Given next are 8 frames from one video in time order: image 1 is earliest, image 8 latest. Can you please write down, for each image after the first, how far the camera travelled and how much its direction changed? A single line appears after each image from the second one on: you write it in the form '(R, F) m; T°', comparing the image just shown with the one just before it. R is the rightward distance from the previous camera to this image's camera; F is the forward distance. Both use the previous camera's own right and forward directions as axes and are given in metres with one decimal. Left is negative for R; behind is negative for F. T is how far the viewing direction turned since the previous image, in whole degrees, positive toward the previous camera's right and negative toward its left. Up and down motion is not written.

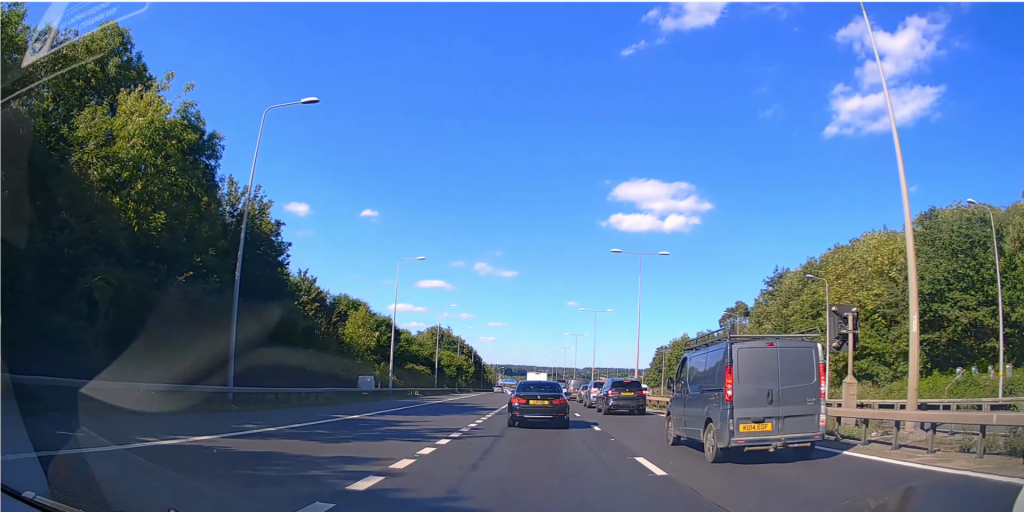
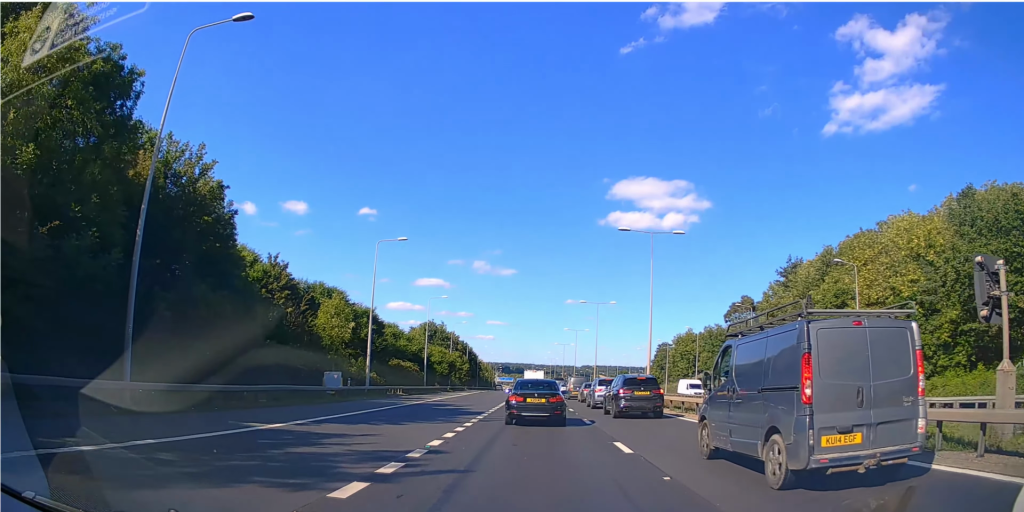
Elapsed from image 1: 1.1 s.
(-0.1, +5.6) m; -1°
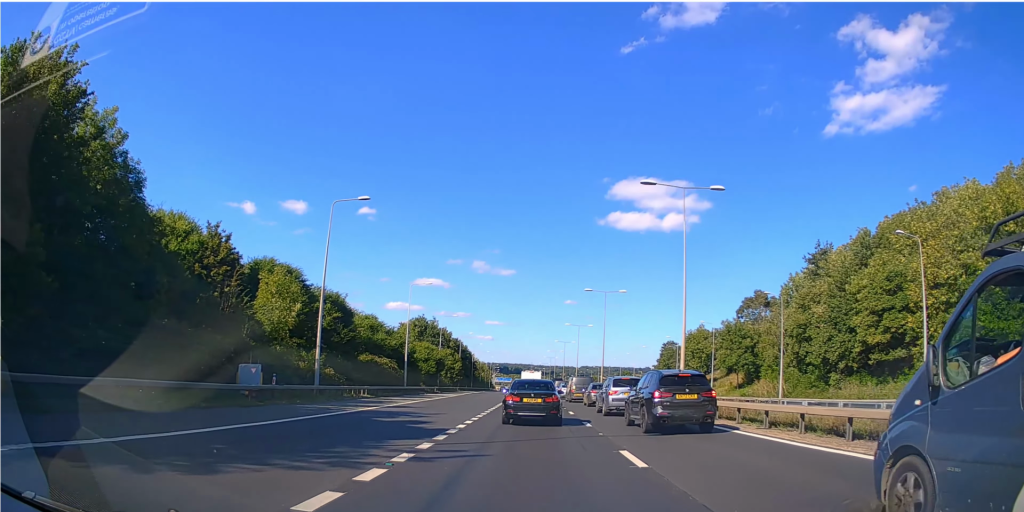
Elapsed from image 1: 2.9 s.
(+0.1, +9.9) m; +1°
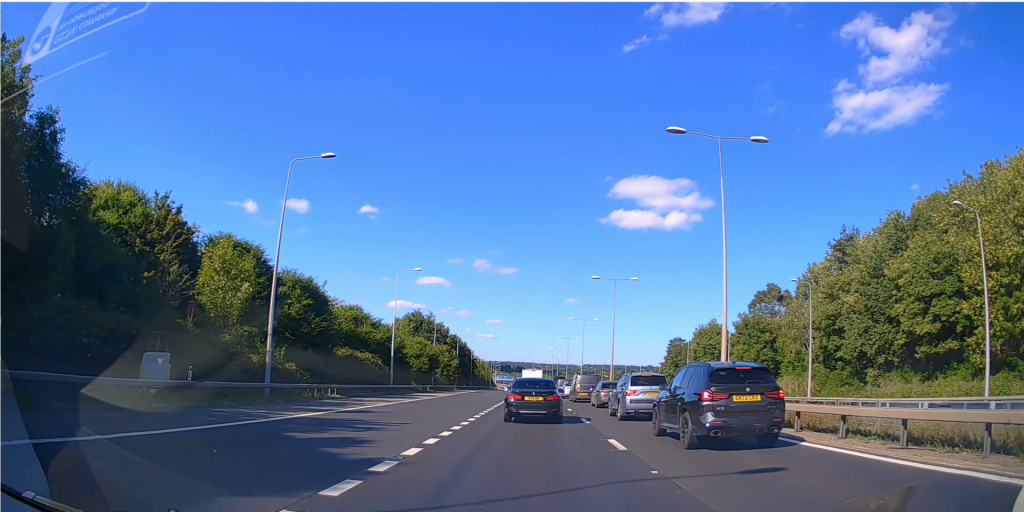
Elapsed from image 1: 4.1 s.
(0.0, +7.0) m; 0°
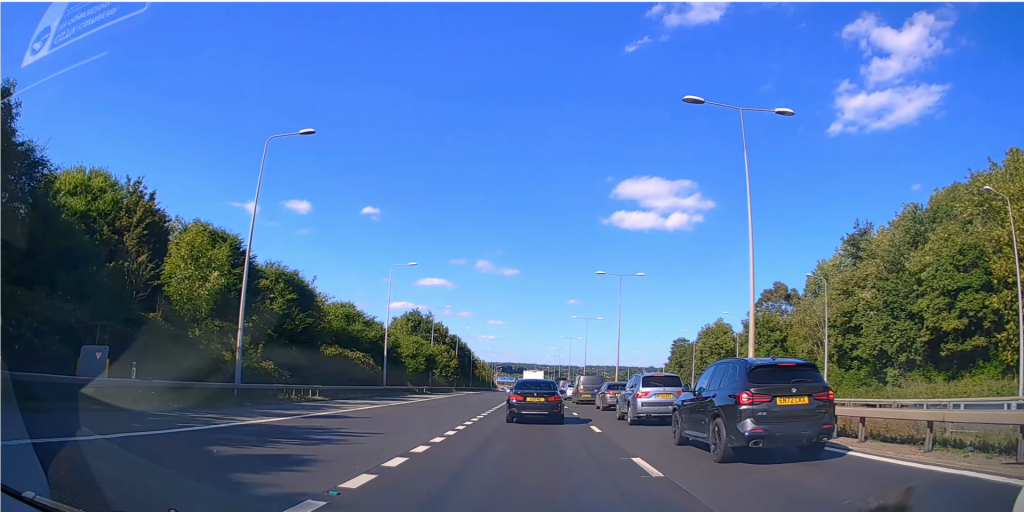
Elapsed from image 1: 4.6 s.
(+0.1, +2.8) m; -1°
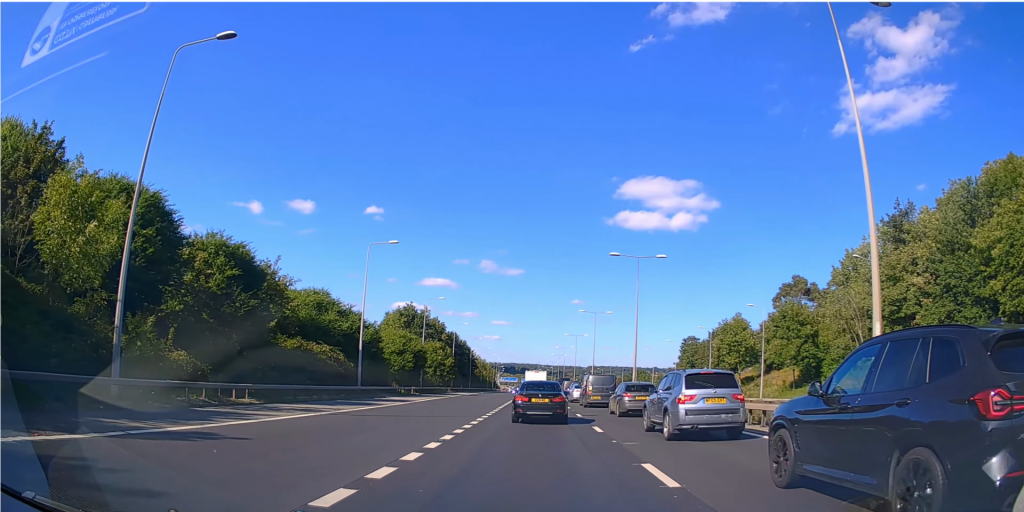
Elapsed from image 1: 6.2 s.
(-0.3, +8.6) m; -1°
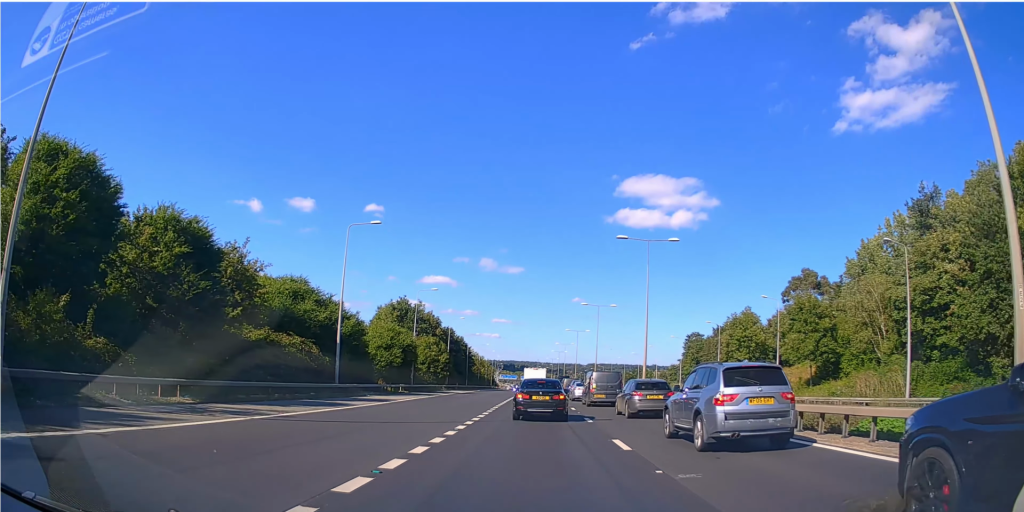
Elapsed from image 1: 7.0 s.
(0.0, +4.9) m; +1°
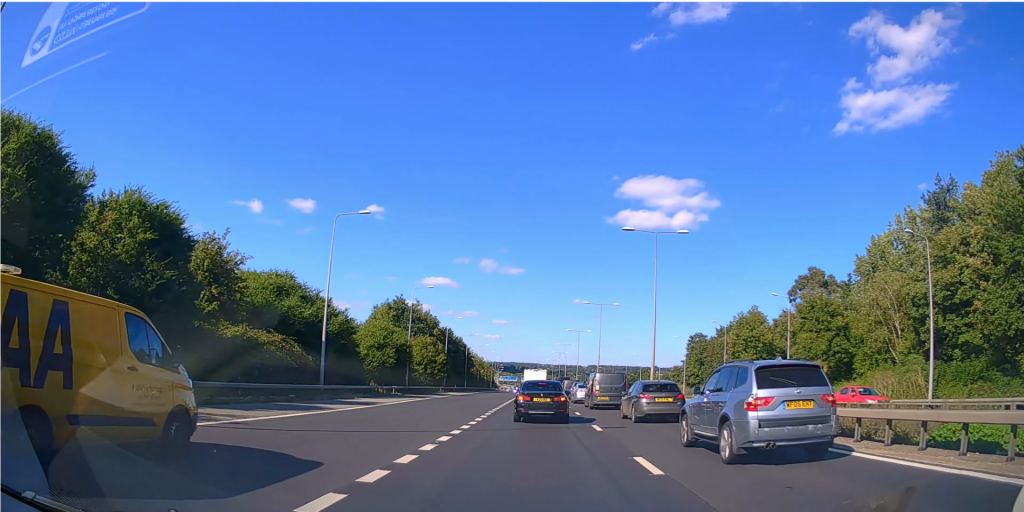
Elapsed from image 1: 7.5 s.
(+0.1, +3.2) m; 0°
